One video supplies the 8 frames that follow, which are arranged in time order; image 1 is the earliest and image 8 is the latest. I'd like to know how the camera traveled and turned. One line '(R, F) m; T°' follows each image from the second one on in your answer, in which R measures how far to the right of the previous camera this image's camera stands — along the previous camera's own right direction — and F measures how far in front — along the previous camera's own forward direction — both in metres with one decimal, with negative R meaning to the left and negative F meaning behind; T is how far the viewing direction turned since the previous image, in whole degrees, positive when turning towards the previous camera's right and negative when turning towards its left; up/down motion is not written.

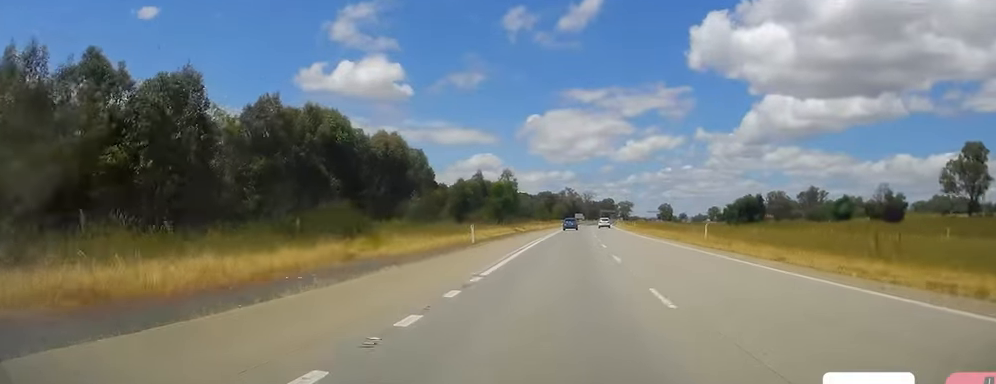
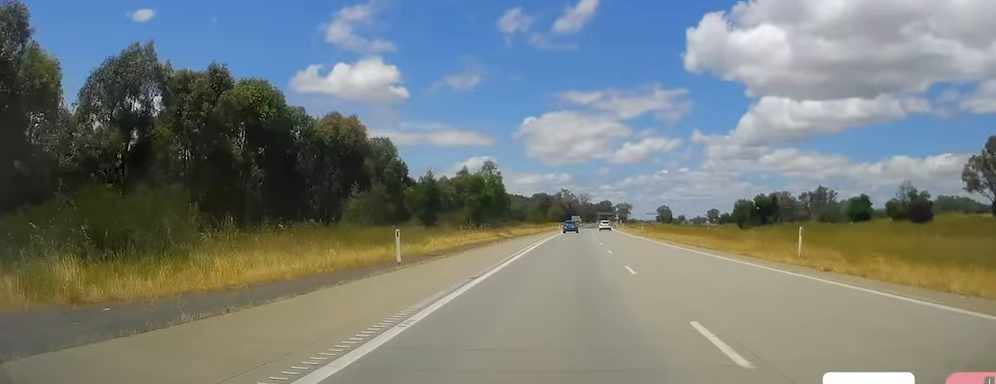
(0.0, +16.8) m; +1°
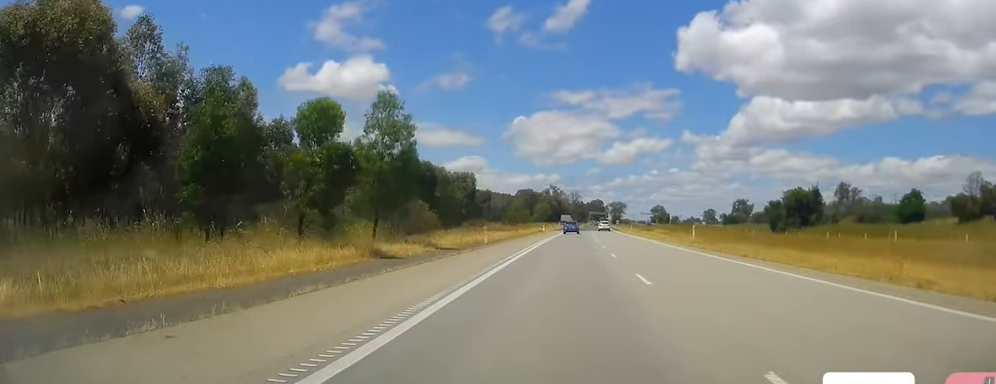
(+0.6, +38.8) m; +2°
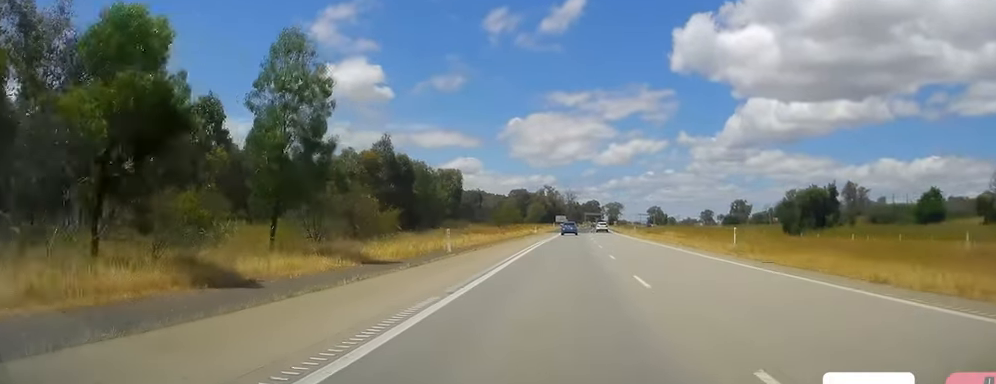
(+0.2, +12.0) m; 0°
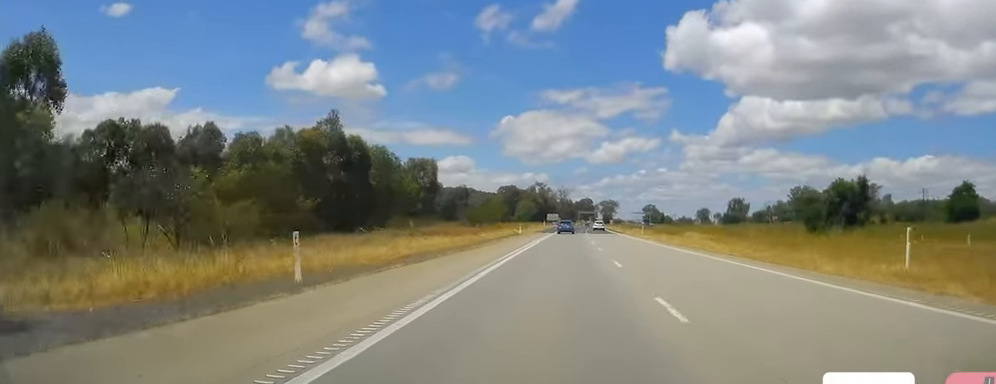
(+0.1, +17.5) m; 0°
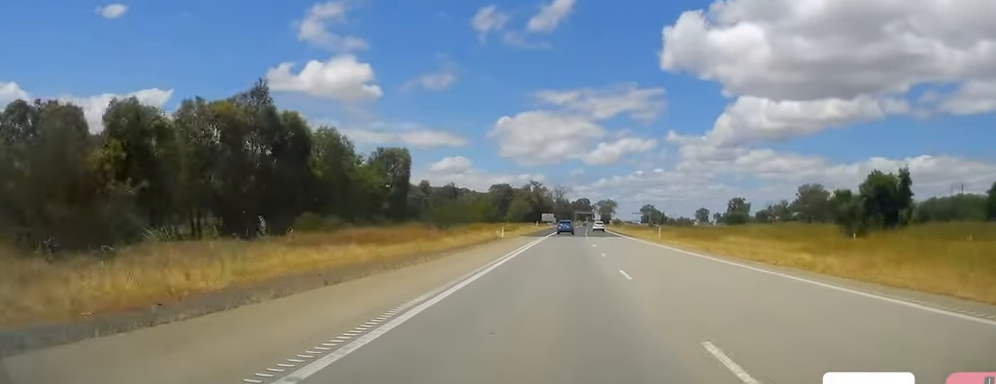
(0.0, +16.5) m; 0°
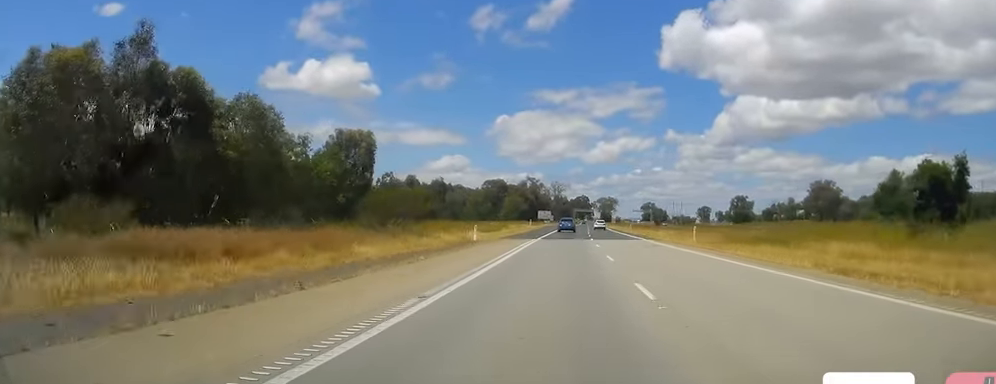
(0.0, +16.5) m; 0°
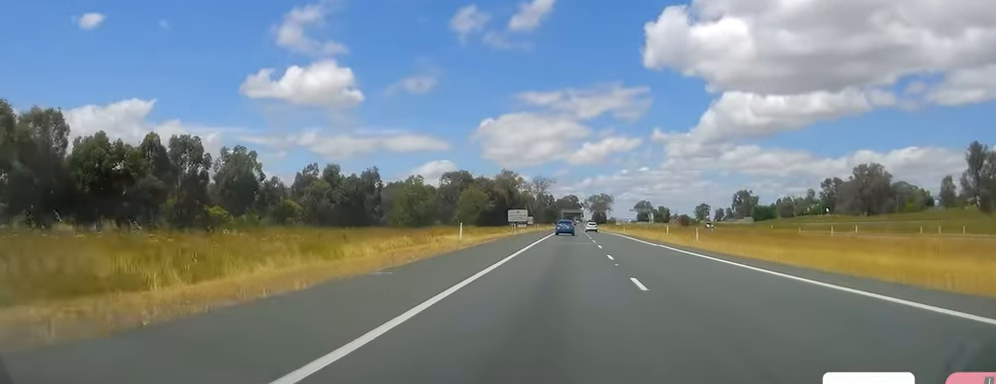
(0.0, +57.5) m; 0°
